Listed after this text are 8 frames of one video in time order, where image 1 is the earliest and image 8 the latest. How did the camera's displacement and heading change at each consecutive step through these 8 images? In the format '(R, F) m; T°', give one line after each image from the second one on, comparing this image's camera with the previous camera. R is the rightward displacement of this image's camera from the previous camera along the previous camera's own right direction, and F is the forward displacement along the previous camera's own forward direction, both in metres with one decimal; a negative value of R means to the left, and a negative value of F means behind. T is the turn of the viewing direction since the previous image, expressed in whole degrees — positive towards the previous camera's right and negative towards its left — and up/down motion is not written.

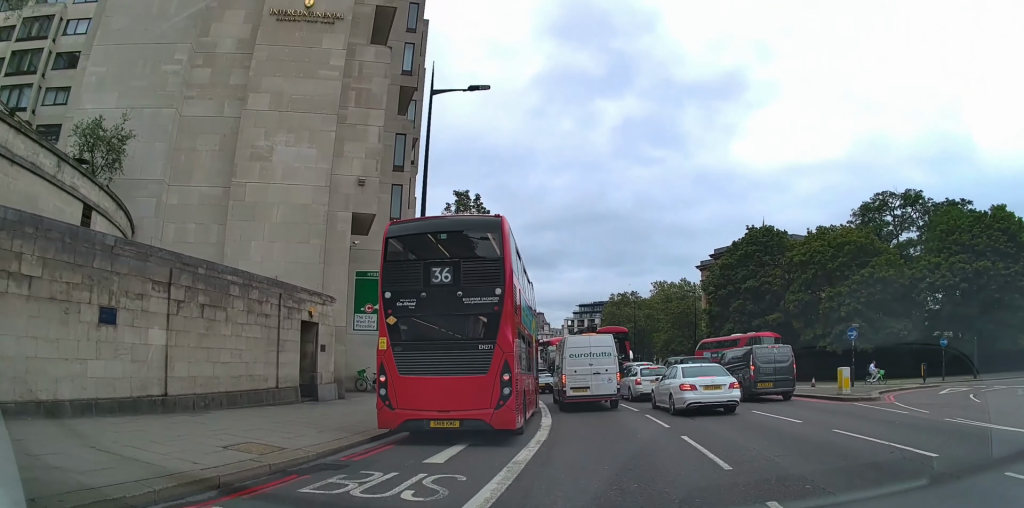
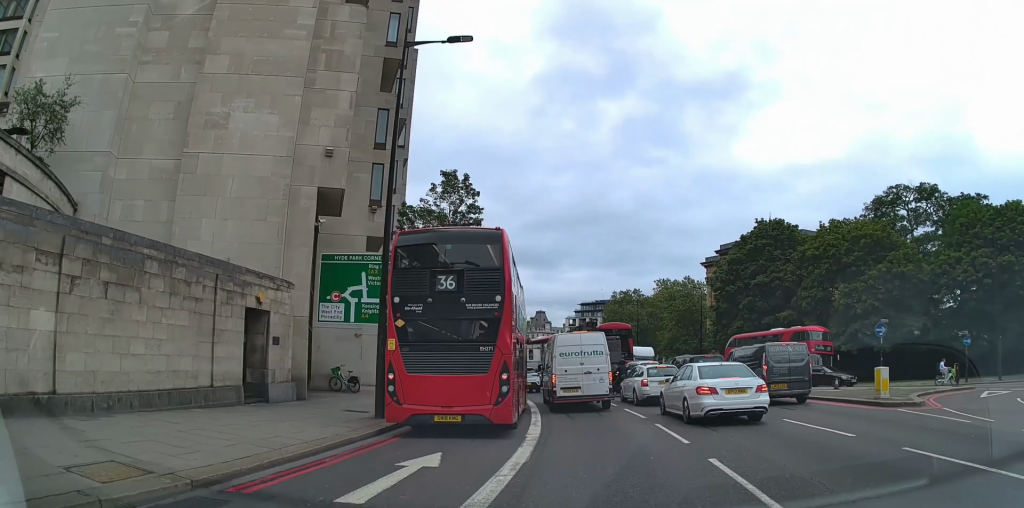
(0.0, +2.9) m; 0°
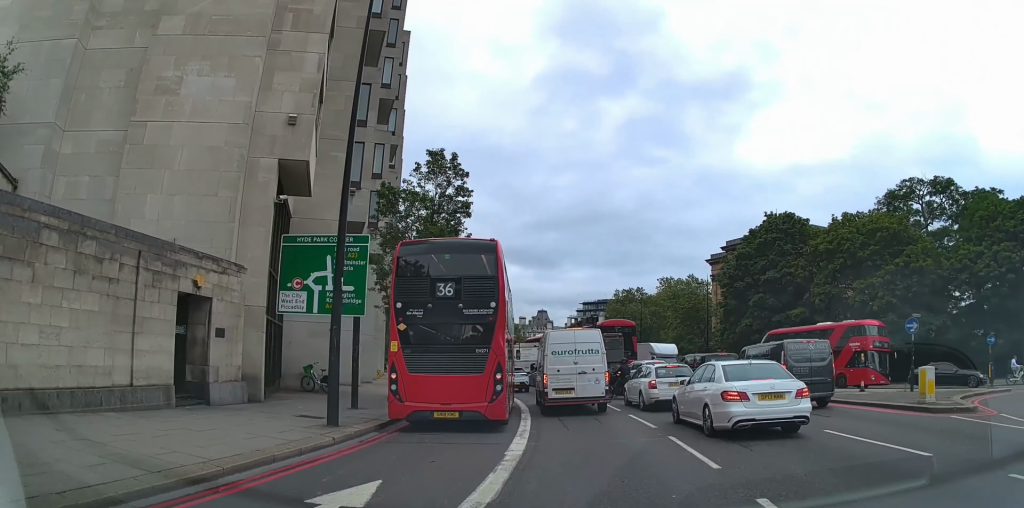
(0.0, +2.5) m; 0°
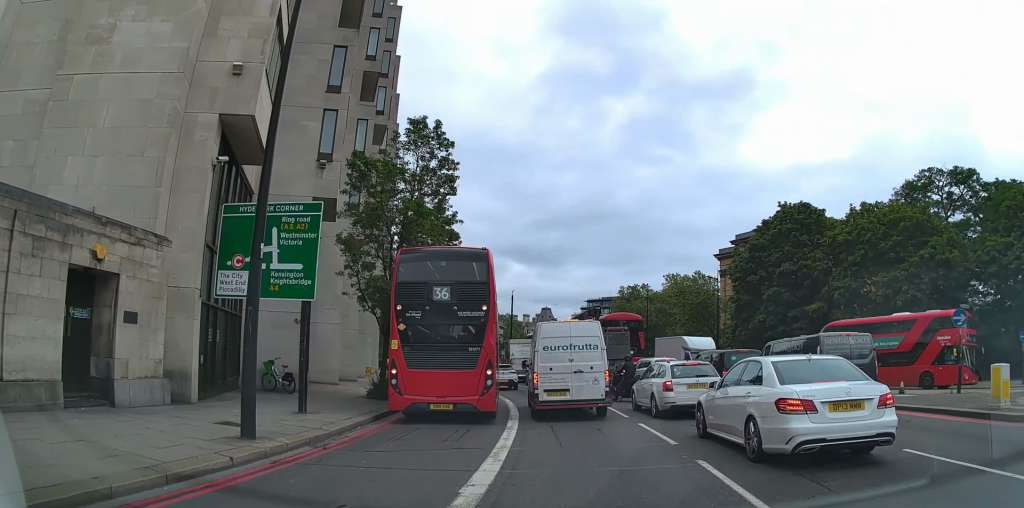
(0.0, +2.9) m; -1°
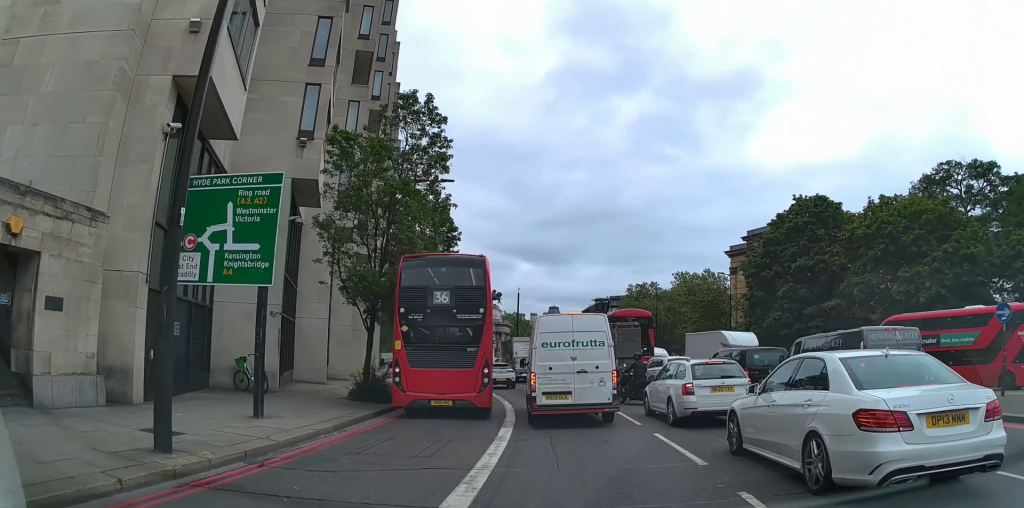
(0.0, +2.1) m; -1°
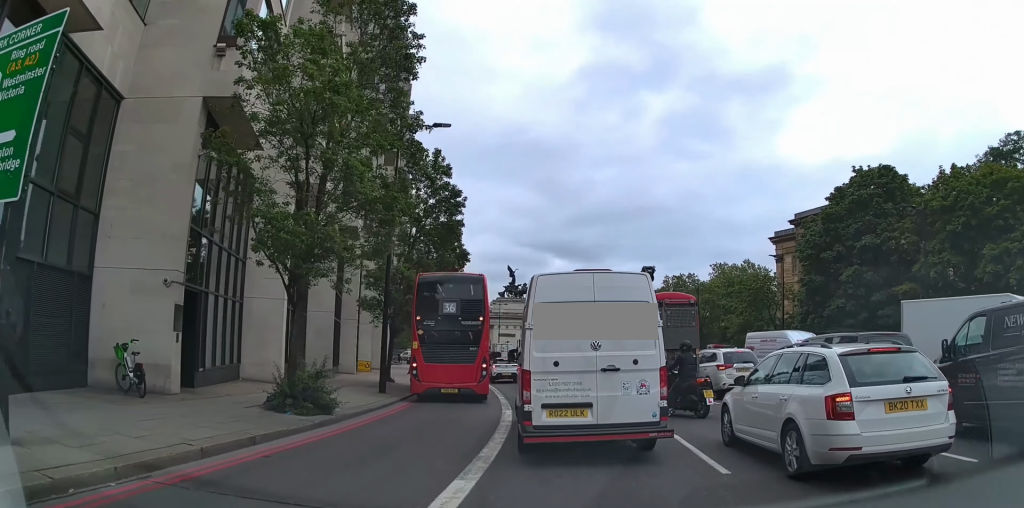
(-0.2, +5.7) m; 0°
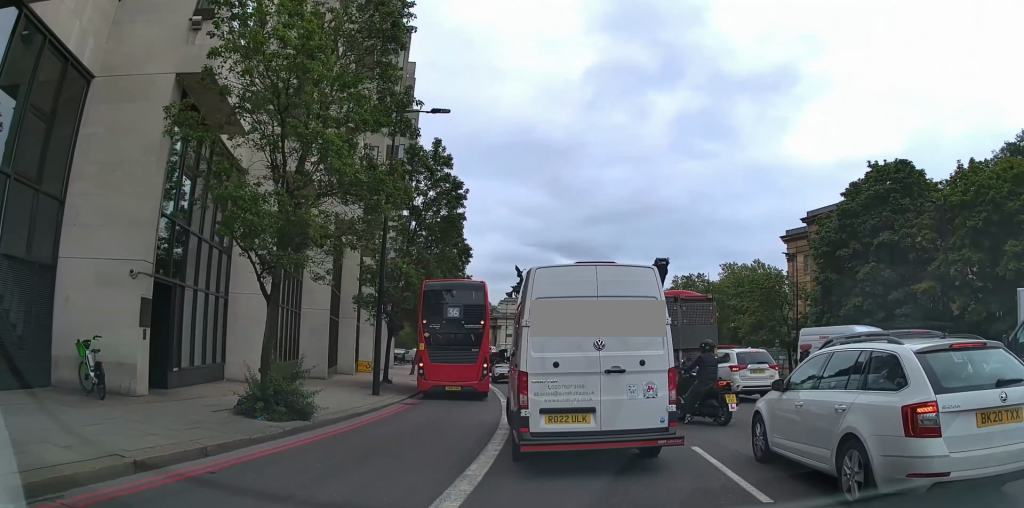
(0.0, +1.5) m; +1°
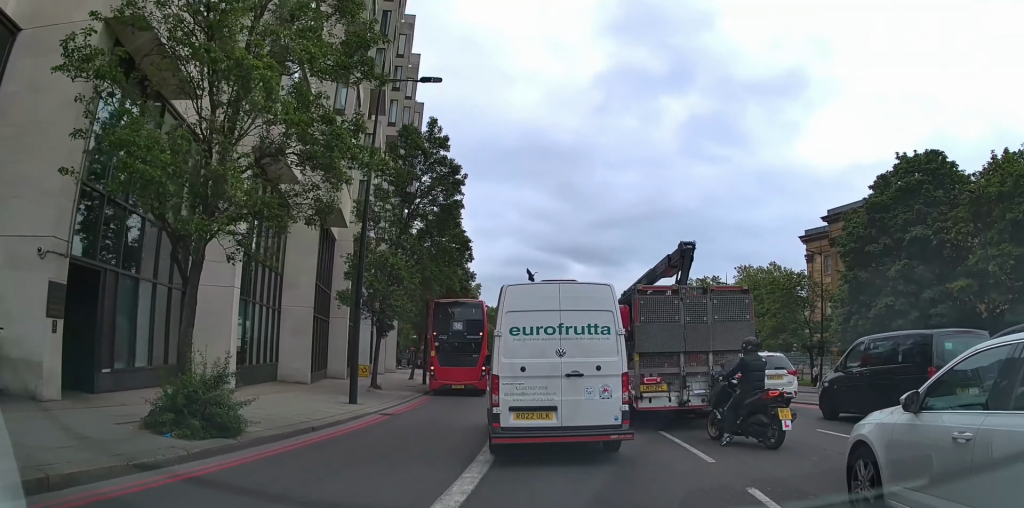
(+0.1, +3.2) m; +4°
